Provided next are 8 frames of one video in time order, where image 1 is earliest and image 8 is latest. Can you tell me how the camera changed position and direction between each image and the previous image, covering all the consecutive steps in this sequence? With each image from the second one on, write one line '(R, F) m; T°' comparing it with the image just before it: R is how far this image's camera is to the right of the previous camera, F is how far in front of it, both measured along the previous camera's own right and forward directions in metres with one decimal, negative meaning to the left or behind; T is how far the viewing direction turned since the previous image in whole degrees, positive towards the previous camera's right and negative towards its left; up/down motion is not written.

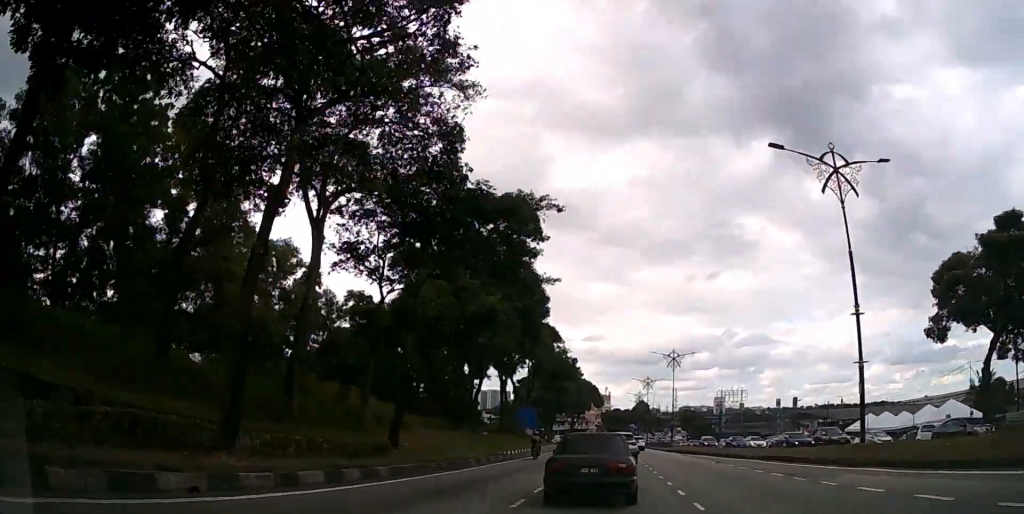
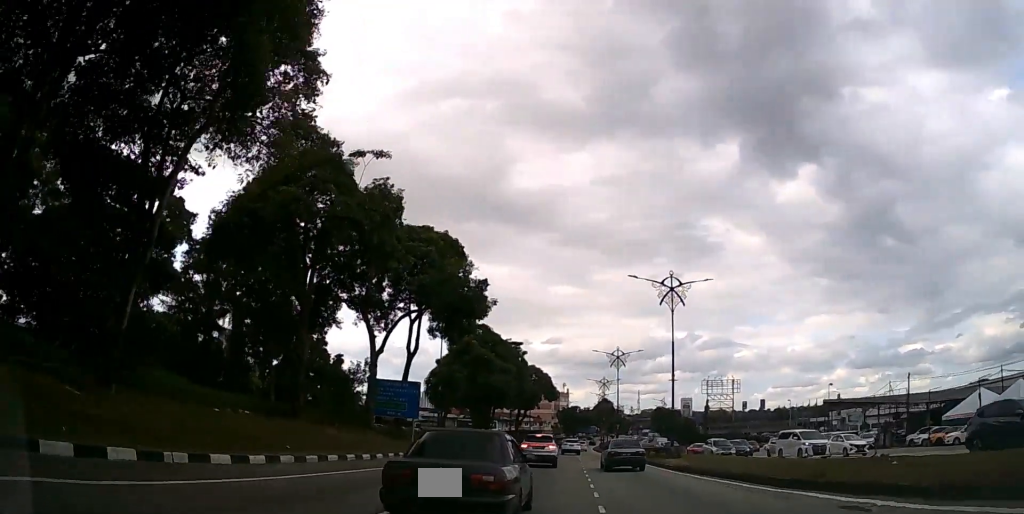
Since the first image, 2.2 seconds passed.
(+1.0, +34.8) m; +4°
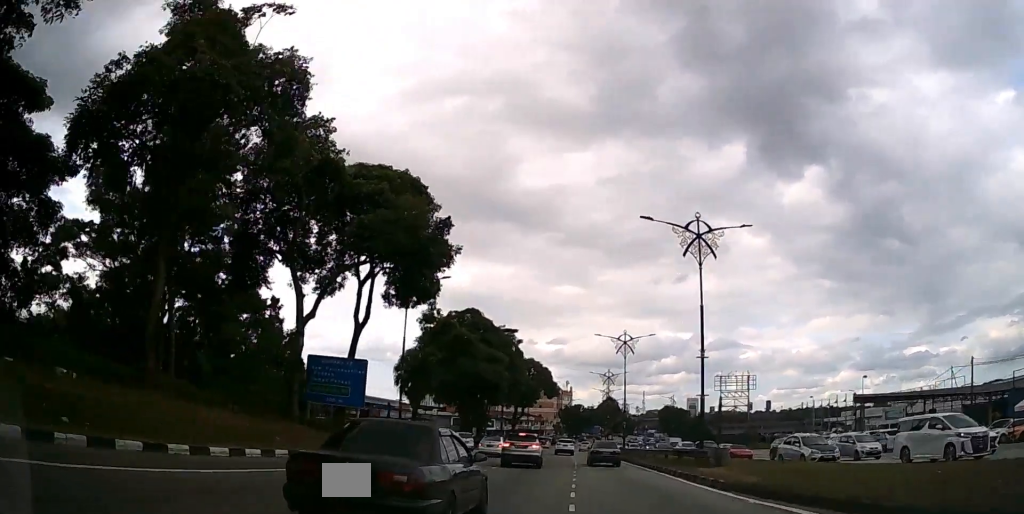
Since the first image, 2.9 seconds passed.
(+0.1, +10.4) m; 0°
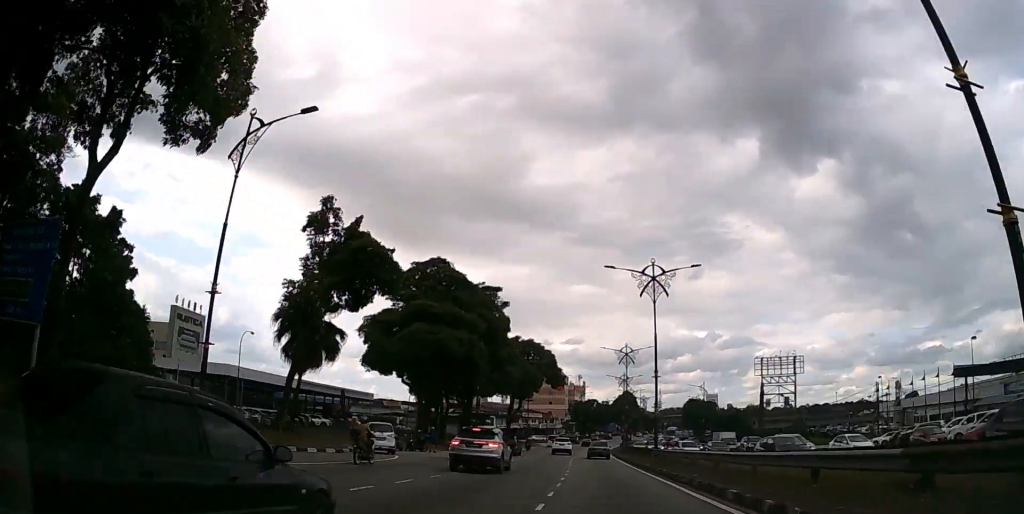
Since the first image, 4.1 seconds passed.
(0.0, +21.7) m; -1°
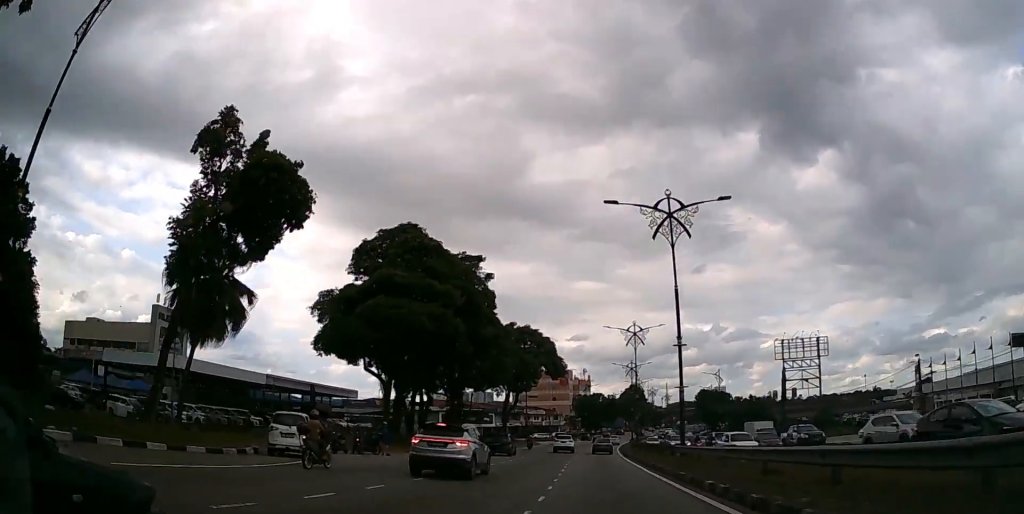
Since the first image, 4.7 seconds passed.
(-0.1, +9.8) m; -1°
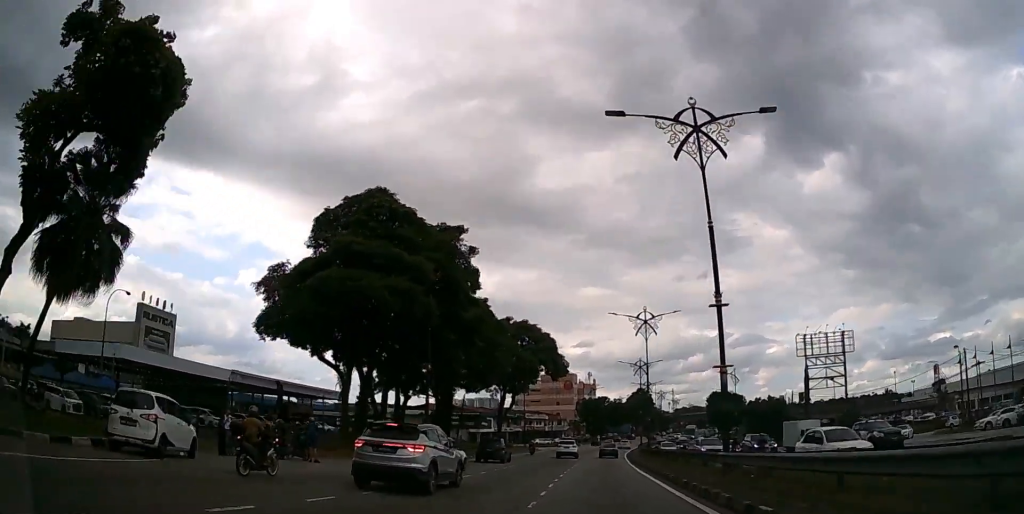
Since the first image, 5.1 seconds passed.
(0.0, +8.4) m; -1°
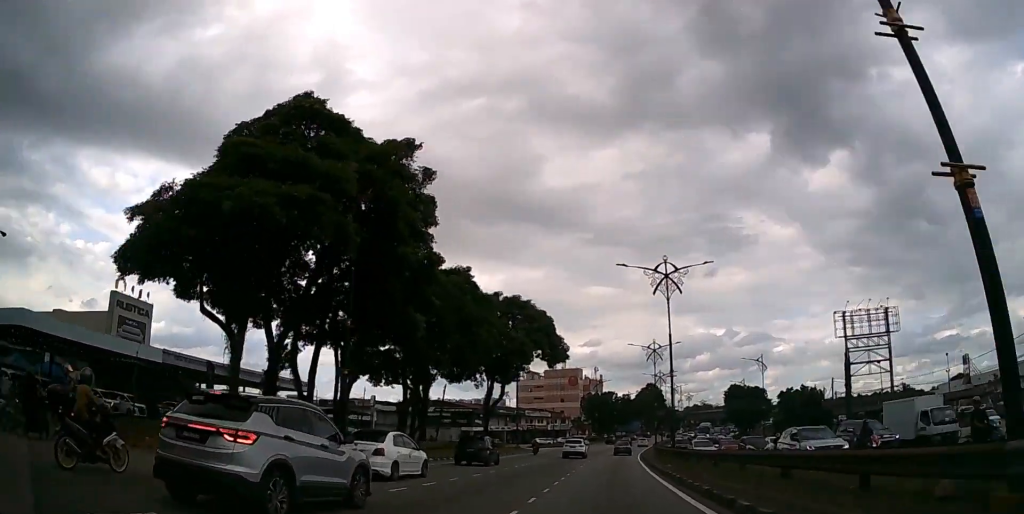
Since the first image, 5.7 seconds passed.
(-0.1, +12.3) m; -1°
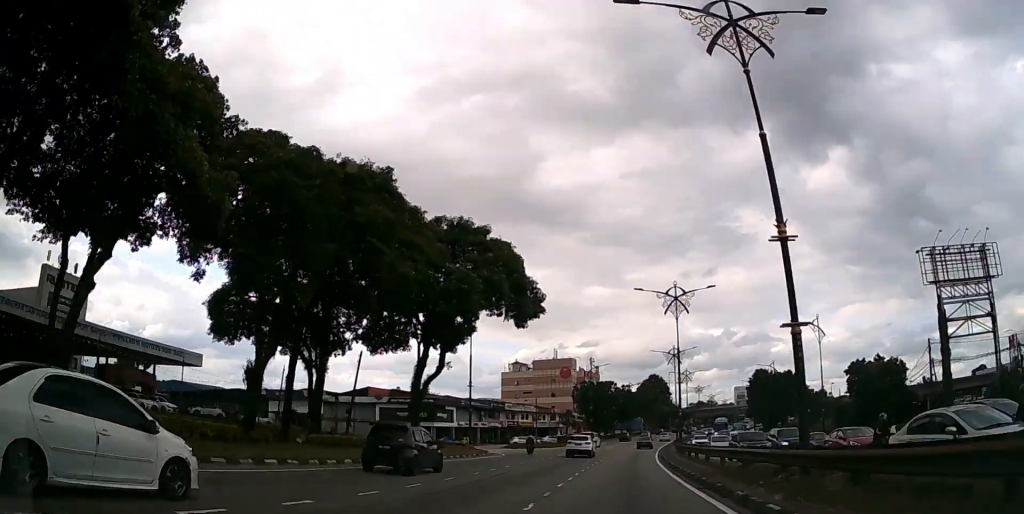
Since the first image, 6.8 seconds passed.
(-0.2, +23.0) m; 0°
